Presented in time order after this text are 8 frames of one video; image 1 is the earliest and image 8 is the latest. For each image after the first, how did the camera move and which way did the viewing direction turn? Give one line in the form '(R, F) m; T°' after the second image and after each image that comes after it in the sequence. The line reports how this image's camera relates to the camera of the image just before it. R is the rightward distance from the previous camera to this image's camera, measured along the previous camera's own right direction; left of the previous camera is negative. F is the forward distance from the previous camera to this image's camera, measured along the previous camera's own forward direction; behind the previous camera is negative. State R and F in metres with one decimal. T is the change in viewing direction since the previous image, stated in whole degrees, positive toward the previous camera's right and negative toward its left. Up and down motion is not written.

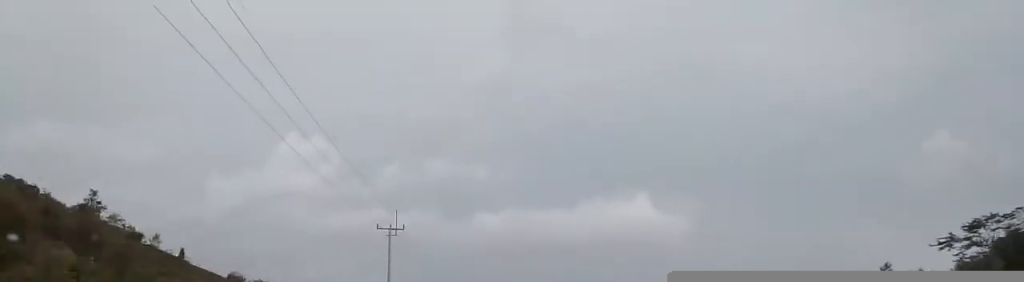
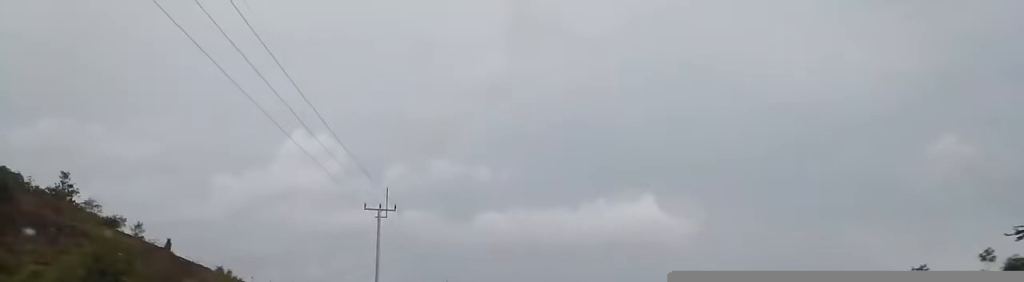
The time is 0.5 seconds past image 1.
(0.0, +8.0) m; 0°
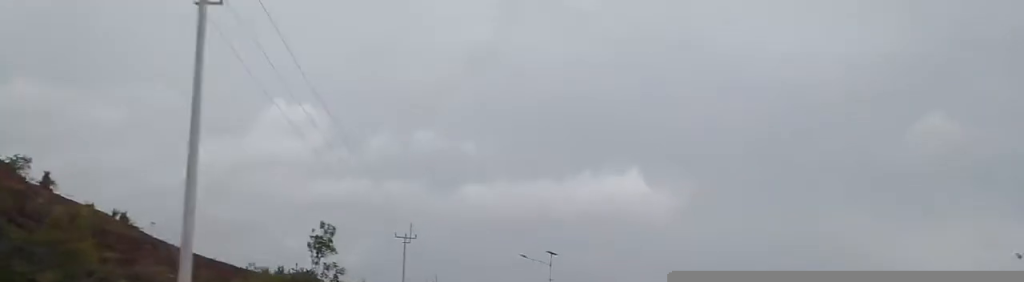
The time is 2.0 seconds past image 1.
(0.0, +27.2) m; 0°
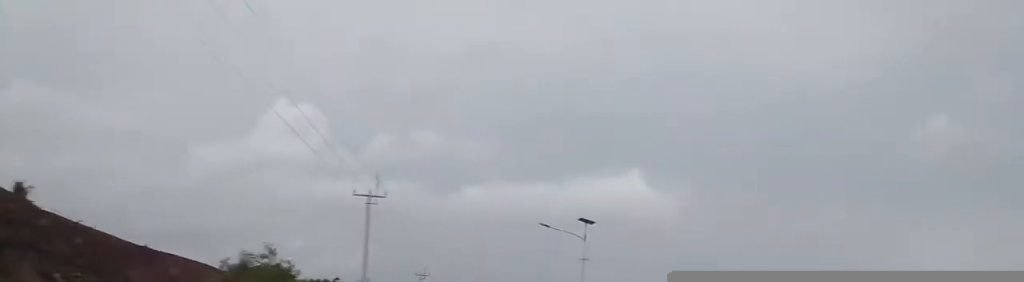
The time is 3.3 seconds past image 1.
(0.0, +23.0) m; 0°
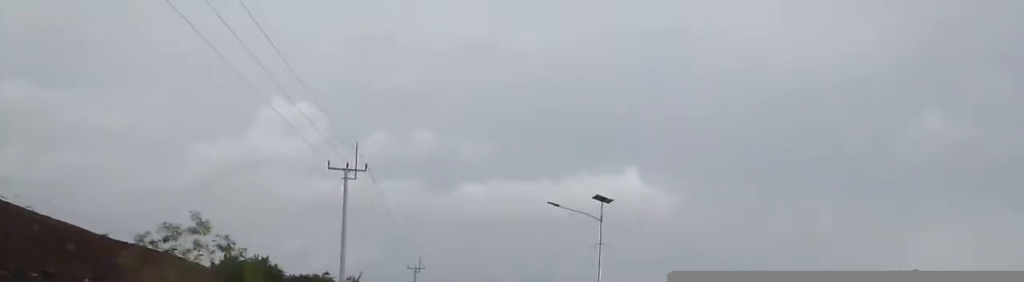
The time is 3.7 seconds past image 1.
(0.0, +6.9) m; 0°
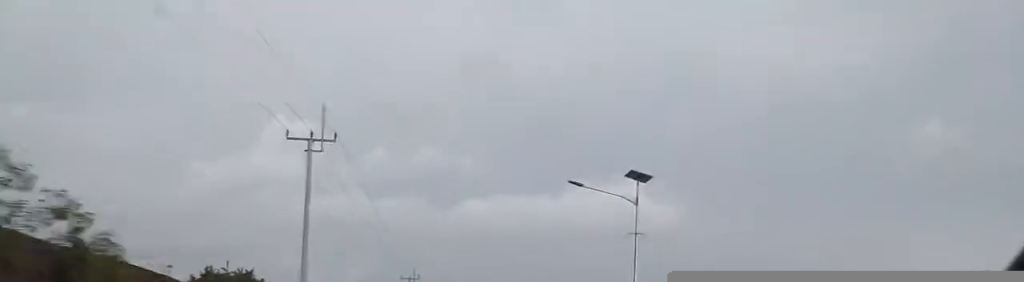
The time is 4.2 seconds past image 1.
(+0.1, +8.7) m; 0°
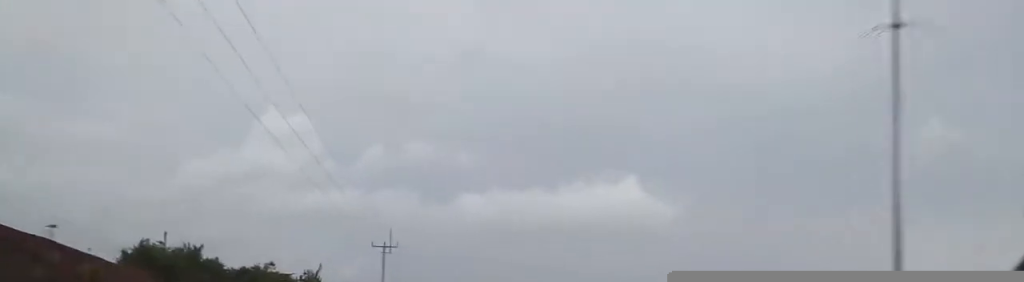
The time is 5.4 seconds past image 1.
(-0.2, +20.1) m; -1°
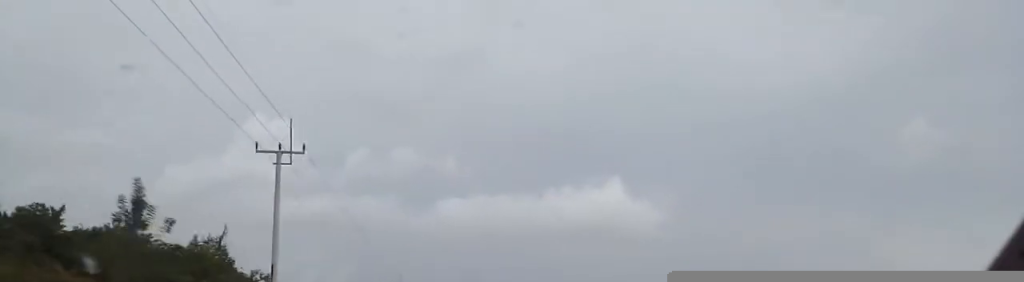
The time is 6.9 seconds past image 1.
(0.0, +26.8) m; +1°
